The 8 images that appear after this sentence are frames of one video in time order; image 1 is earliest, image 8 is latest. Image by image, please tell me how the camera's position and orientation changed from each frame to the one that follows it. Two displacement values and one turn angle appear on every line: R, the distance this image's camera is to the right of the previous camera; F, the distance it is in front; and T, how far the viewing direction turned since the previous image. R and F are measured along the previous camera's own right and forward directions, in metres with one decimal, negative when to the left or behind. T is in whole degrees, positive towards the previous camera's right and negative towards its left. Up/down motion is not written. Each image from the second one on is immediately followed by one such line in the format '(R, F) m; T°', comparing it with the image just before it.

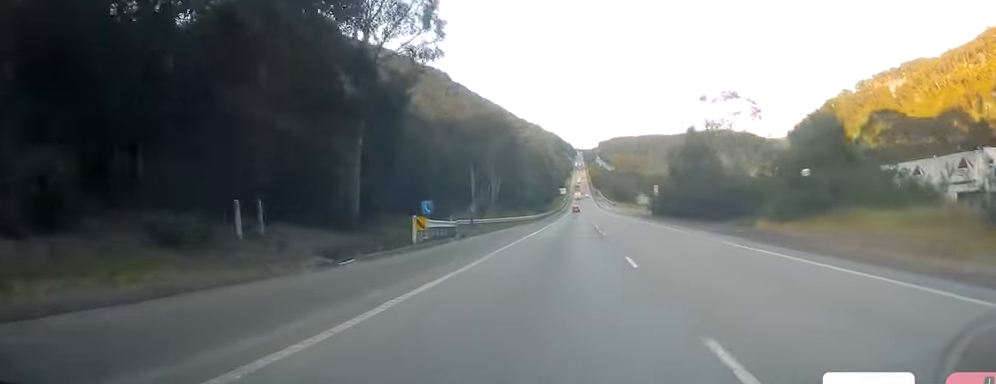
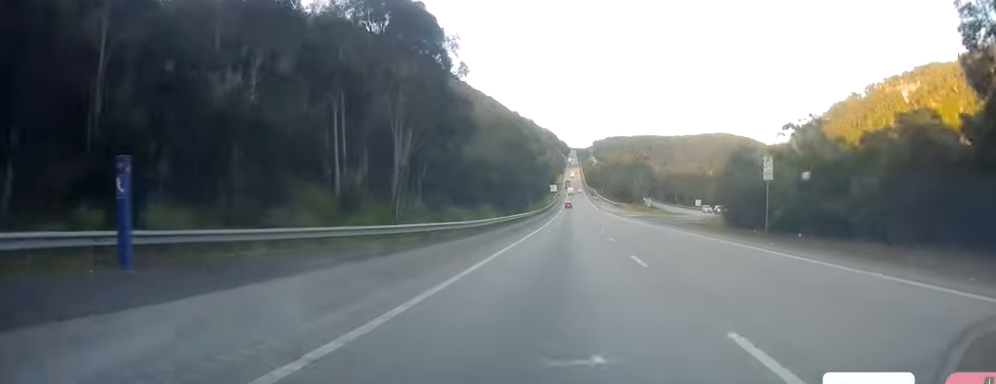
(+0.6, +47.6) m; +1°
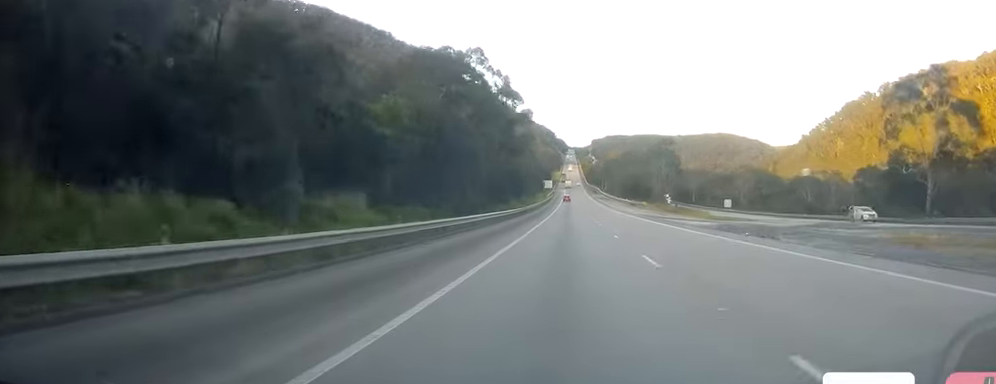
(+0.6, +49.6) m; +1°
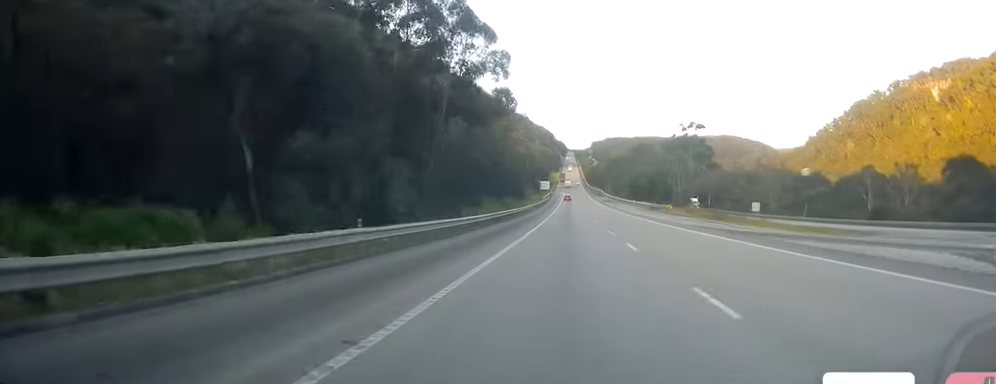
(0.0, +31.0) m; 0°
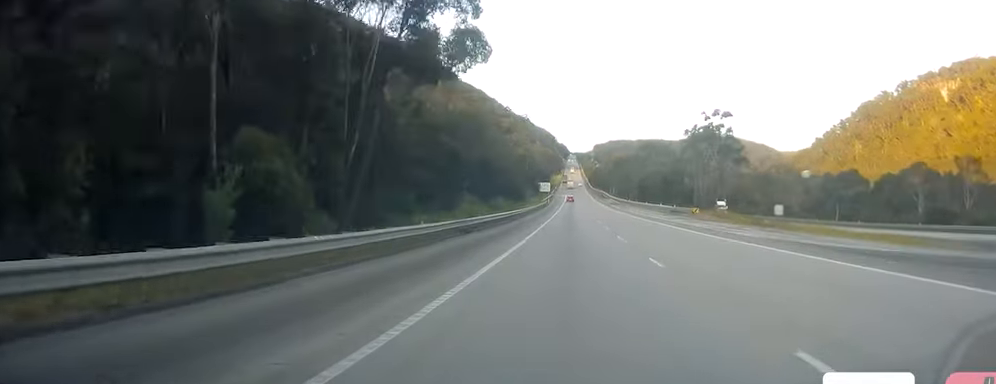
(-0.2, +17.4) m; 0°
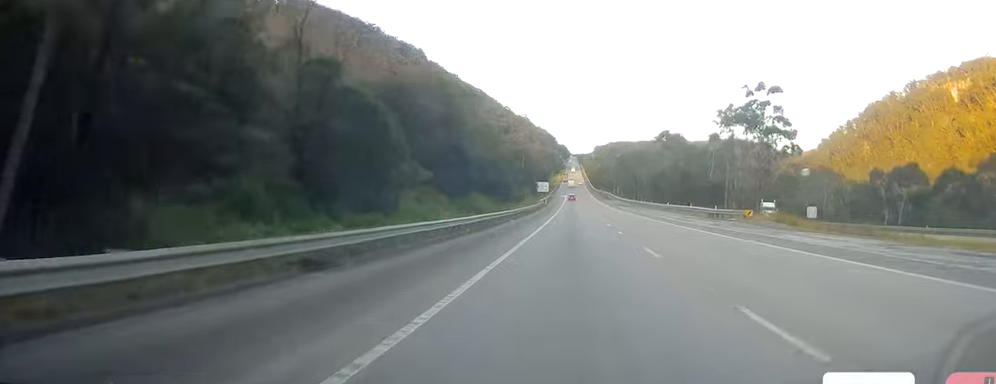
(+0.4, +21.3) m; +1°
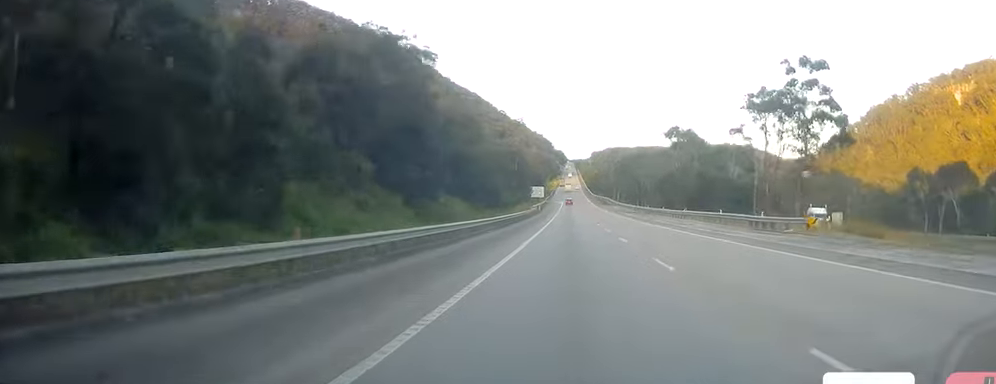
(0.0, +14.4) m; 0°
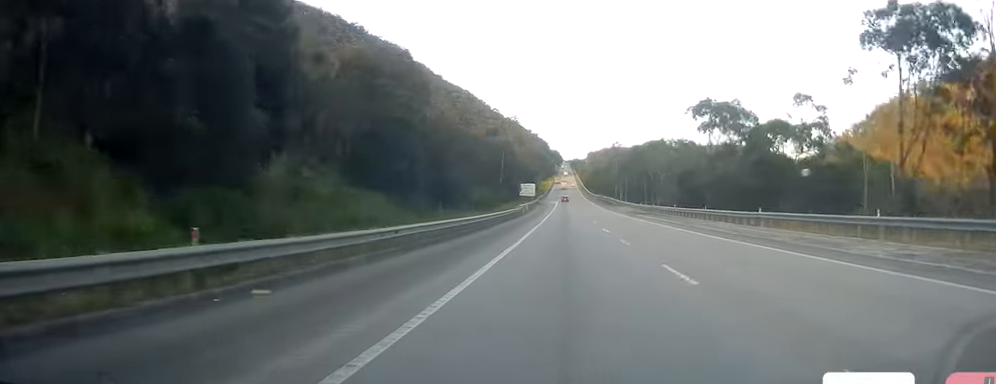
(-0.2, +27.8) m; -1°
